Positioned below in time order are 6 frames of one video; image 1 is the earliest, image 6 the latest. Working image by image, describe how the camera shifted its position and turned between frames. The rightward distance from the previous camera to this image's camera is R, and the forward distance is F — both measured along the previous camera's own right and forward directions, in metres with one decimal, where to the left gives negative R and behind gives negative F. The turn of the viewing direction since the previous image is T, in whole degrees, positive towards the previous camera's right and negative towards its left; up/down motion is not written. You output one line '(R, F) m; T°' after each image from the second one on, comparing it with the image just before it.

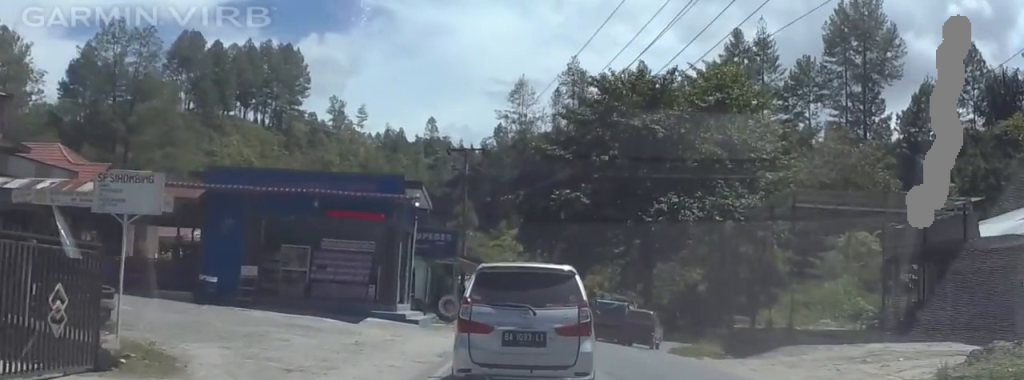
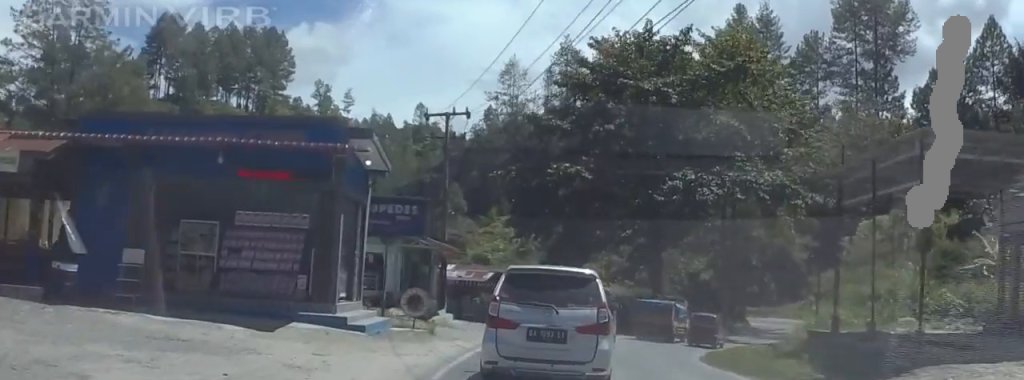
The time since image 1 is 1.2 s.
(-0.8, +9.9) m; +3°
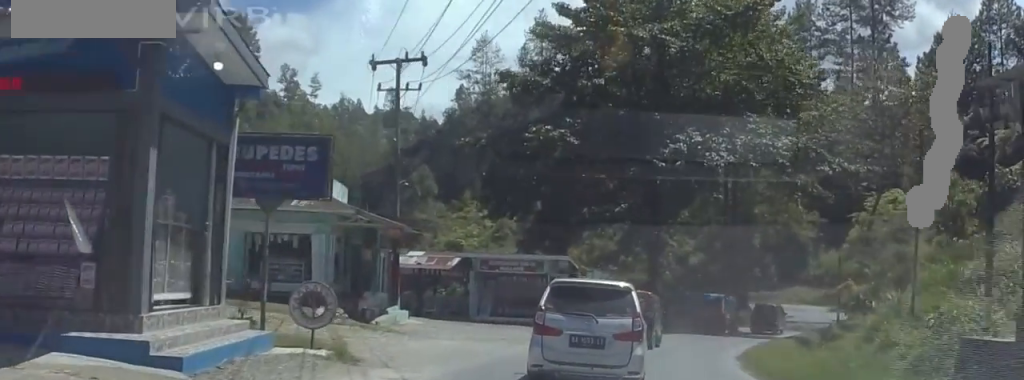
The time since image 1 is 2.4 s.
(+1.6, +9.9) m; +11°
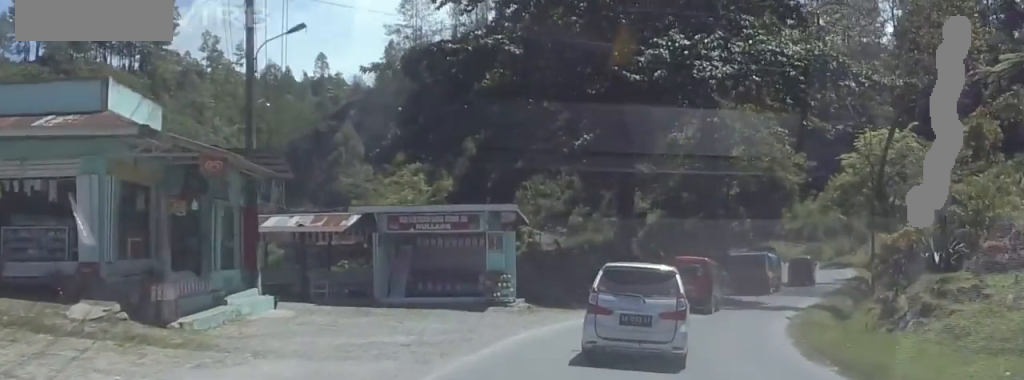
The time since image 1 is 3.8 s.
(-0.3, +13.1) m; -2°
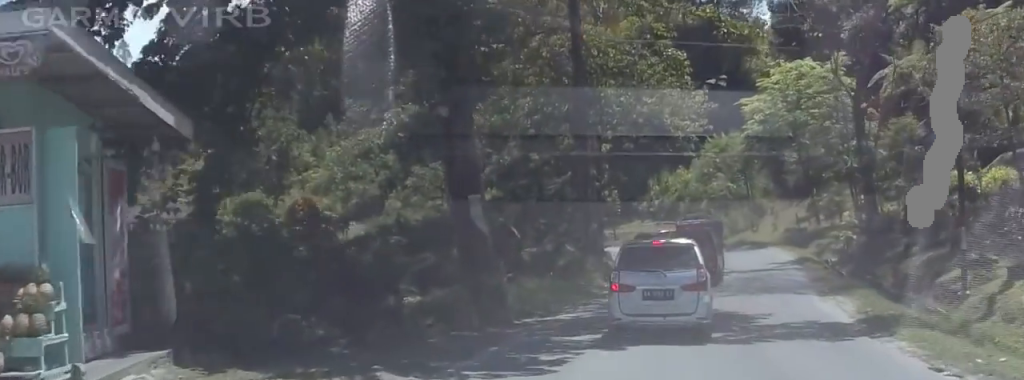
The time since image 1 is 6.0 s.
(0.0, +19.6) m; +3°
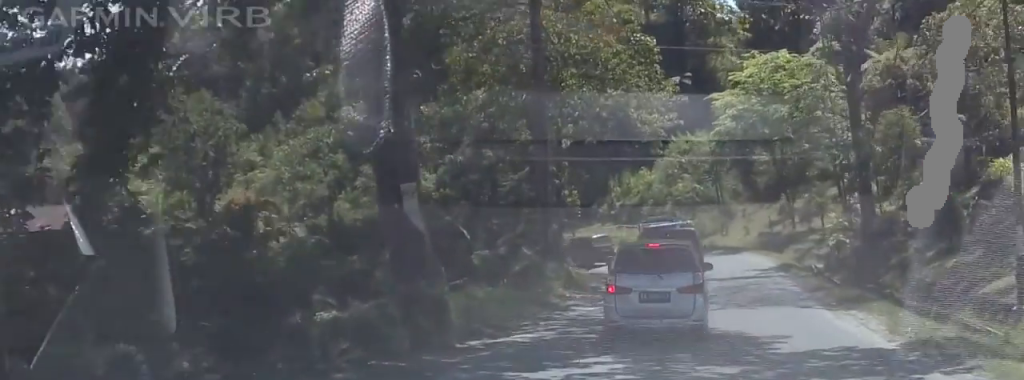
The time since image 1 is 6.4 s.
(-0.2, +4.0) m; +3°
